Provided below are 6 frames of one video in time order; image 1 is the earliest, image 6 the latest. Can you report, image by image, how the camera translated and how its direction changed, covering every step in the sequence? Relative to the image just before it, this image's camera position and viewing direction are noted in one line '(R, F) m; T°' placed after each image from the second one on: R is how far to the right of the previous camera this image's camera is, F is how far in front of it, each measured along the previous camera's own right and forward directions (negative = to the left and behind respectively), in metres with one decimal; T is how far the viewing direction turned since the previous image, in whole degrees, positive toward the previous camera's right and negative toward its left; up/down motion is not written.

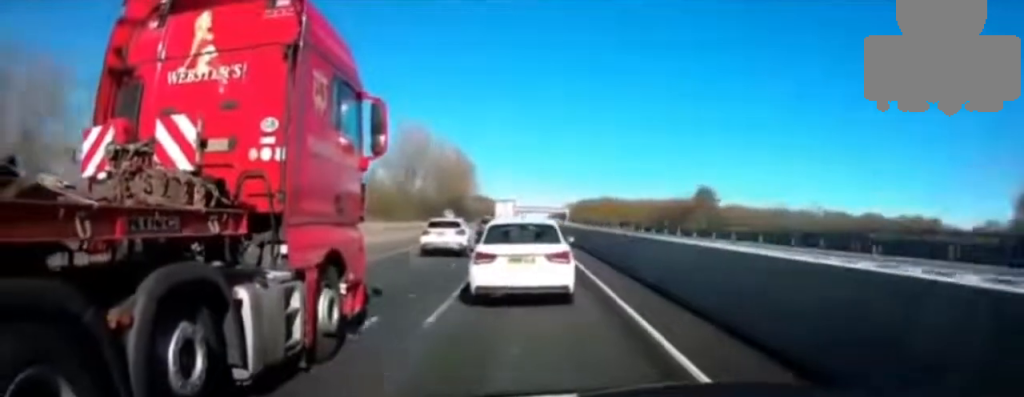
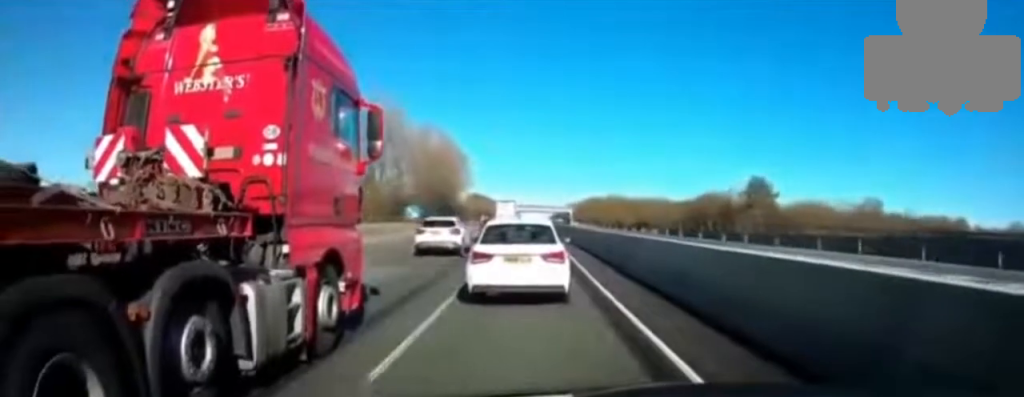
(+1.5, +23.5) m; +4°
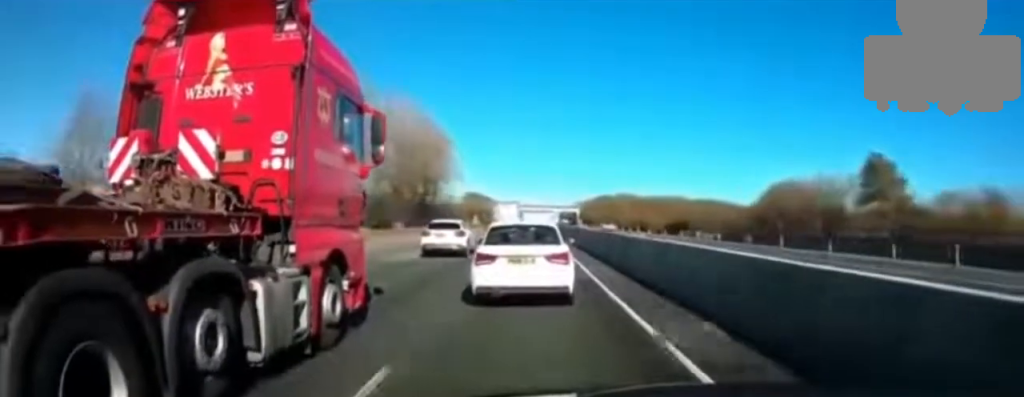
(0.0, +28.3) m; 0°
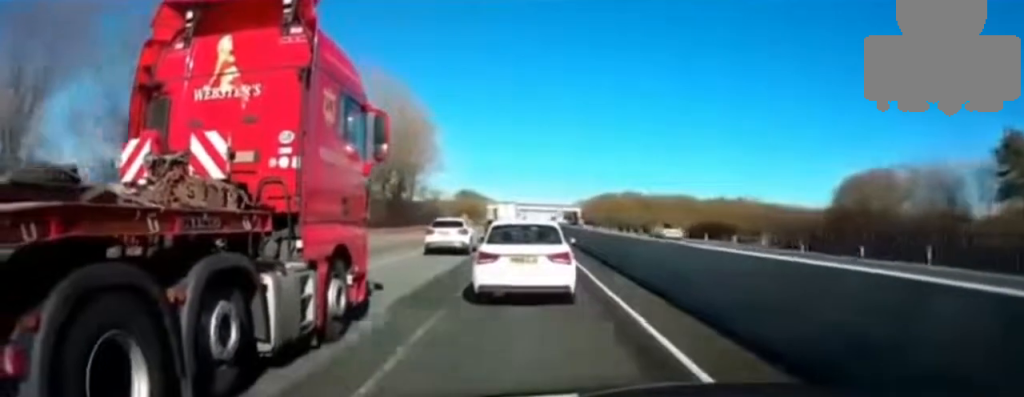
(0.0, +18.6) m; +1°
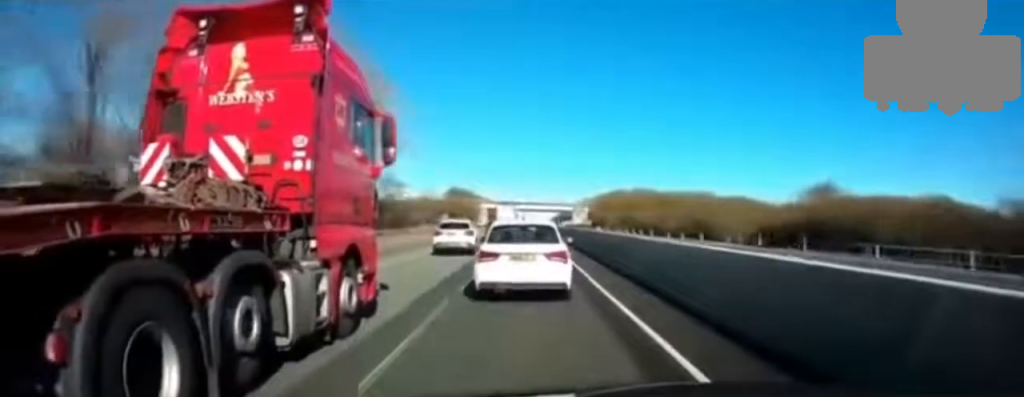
(+0.2, +28.1) m; 0°
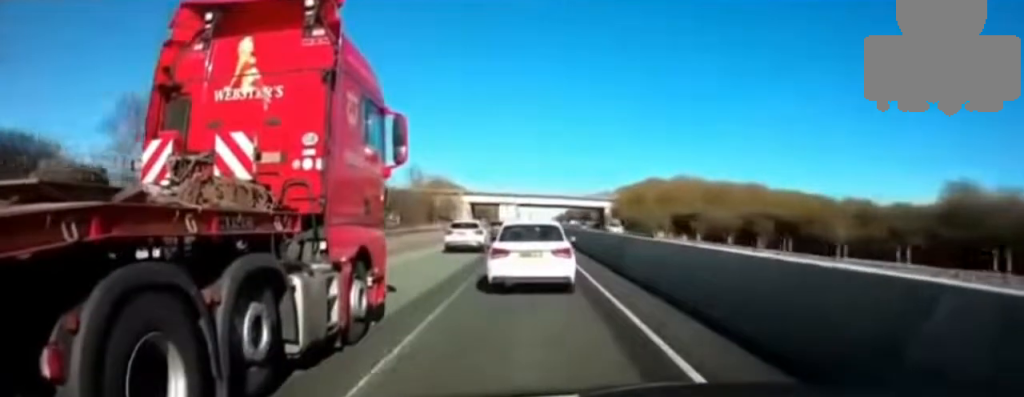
(-0.2, +51.8) m; -1°
